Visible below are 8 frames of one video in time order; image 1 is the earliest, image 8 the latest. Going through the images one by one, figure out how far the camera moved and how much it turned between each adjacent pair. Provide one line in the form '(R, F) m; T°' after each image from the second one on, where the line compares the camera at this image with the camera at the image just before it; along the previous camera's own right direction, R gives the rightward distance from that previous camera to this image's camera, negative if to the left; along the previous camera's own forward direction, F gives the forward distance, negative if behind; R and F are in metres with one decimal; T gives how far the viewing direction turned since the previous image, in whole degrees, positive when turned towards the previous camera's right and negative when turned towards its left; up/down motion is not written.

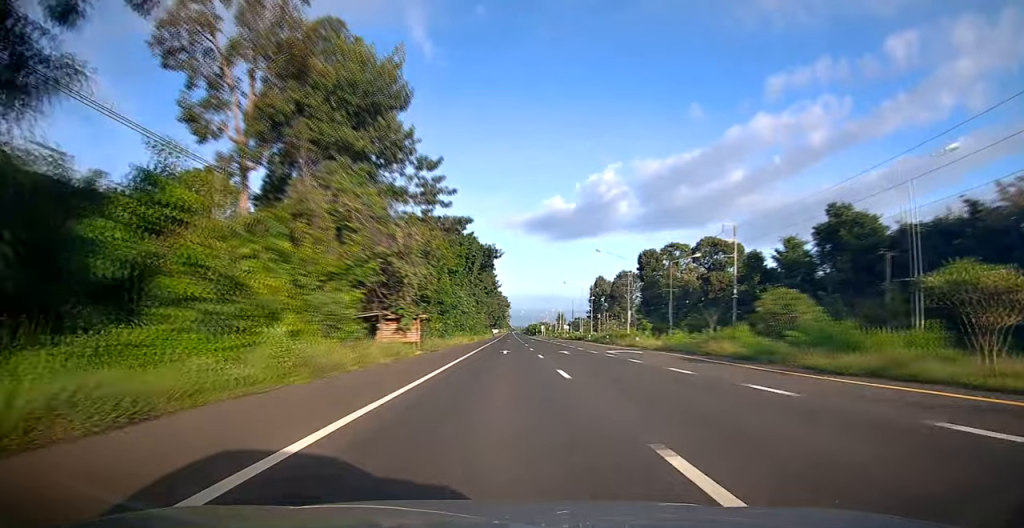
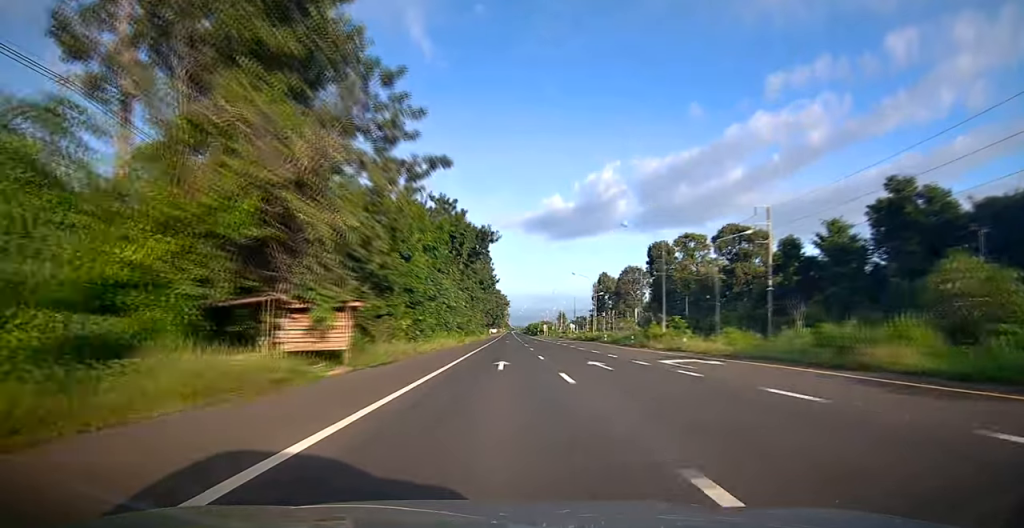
(-0.2, +13.1) m; 0°
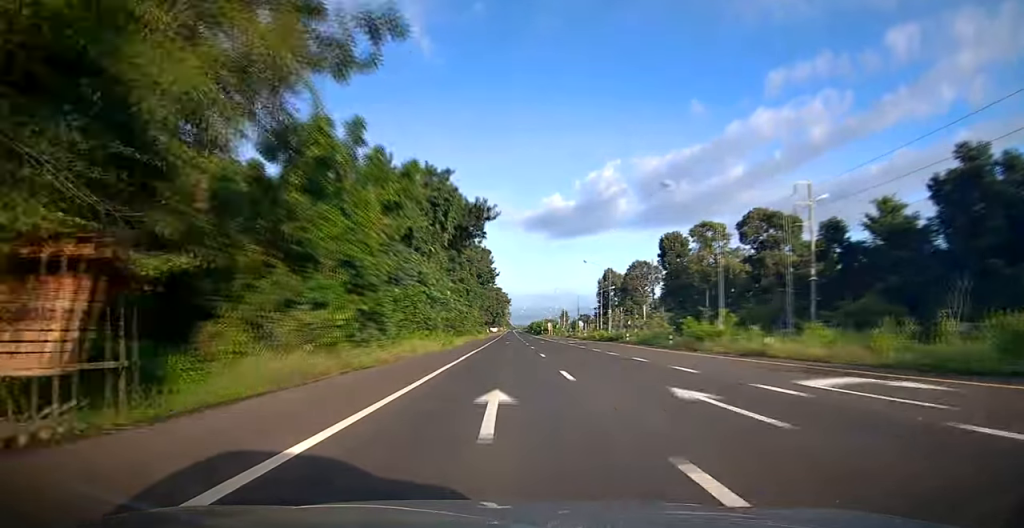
(+0.3, +11.5) m; +1°
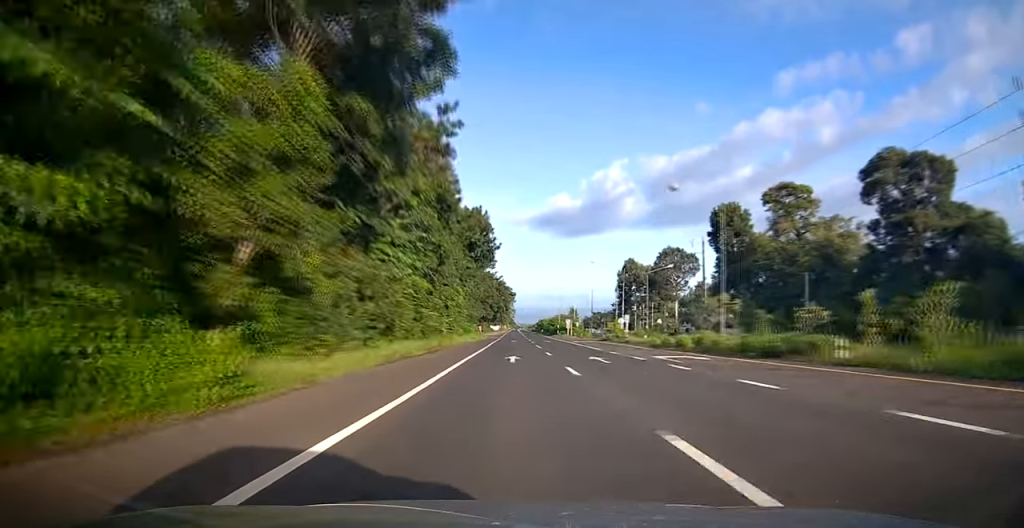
(-0.2, +34.7) m; -1°
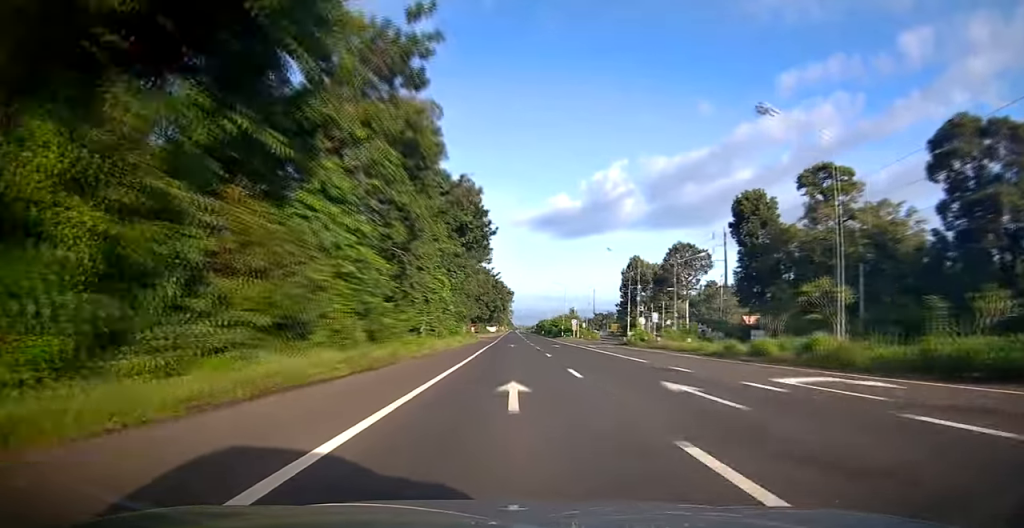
(-0.2, +12.4) m; 0°
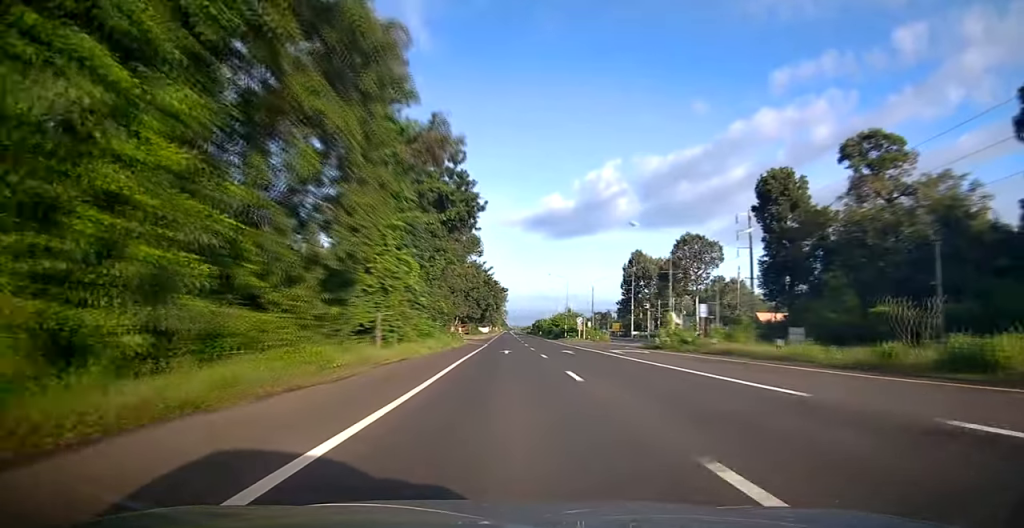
(+0.3, +13.1) m; 0°
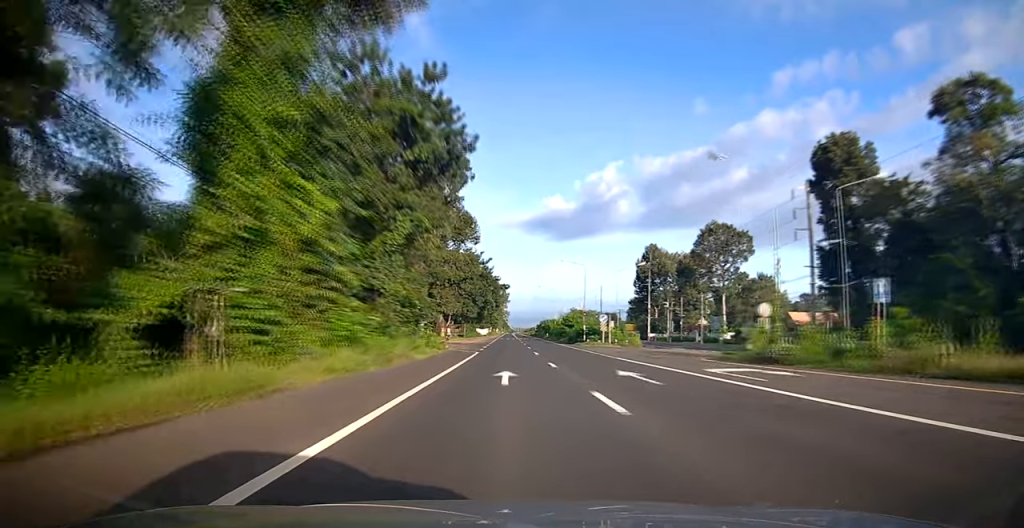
(-0.4, +17.8) m; 0°
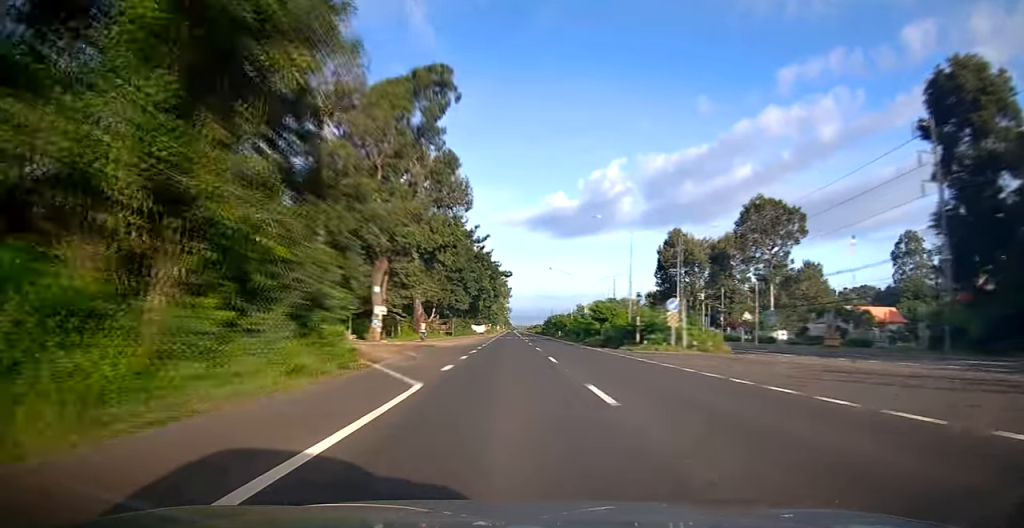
(+0.5, +23.1) m; +2°
